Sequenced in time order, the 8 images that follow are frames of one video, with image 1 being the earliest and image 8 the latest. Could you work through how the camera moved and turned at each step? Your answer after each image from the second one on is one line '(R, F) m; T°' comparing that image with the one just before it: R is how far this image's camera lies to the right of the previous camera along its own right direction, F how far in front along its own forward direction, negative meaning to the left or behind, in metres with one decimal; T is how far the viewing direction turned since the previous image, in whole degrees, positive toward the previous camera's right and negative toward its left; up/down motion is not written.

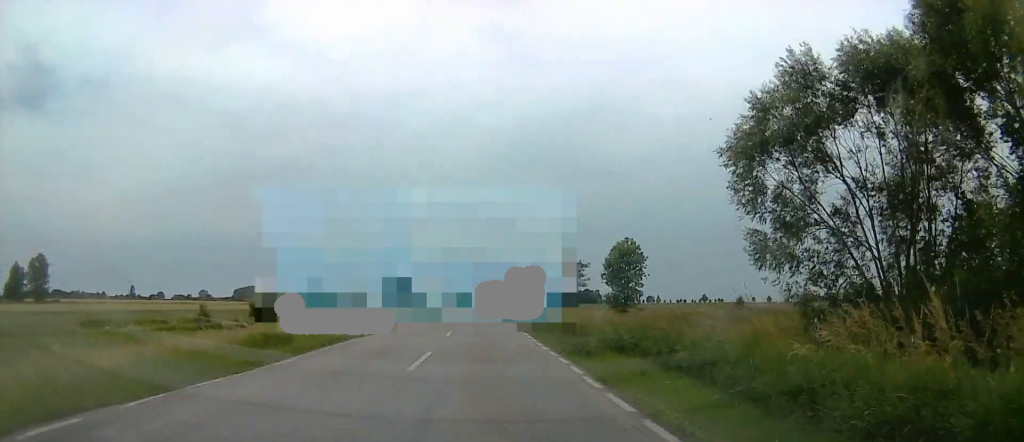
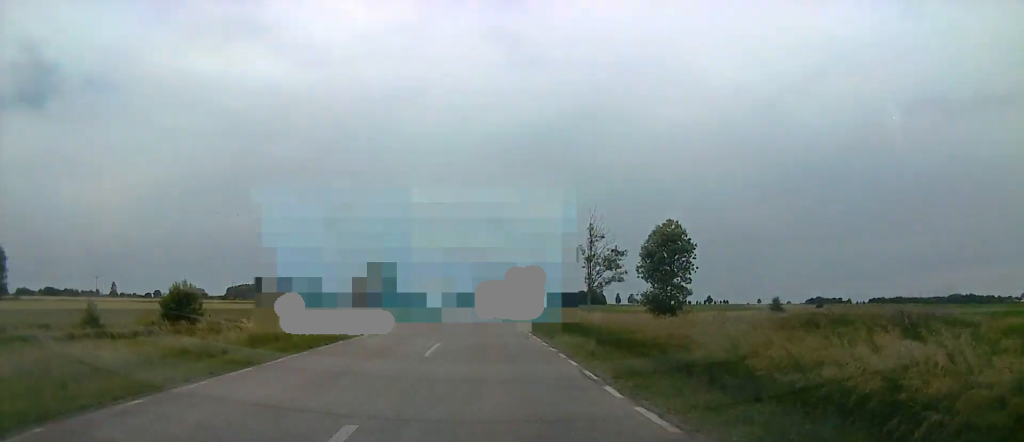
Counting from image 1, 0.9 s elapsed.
(0.0, +21.3) m; 0°
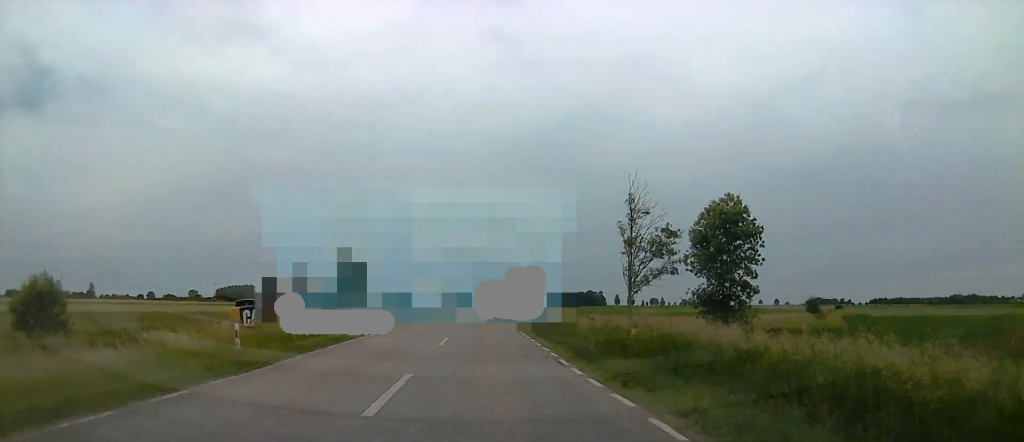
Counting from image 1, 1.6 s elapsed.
(0.0, +18.8) m; 0°
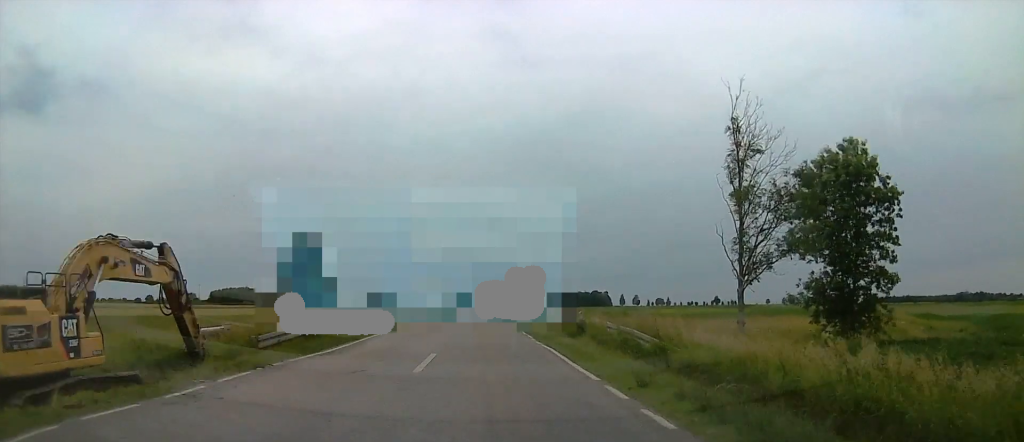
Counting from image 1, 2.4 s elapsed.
(0.0, +19.6) m; -1°
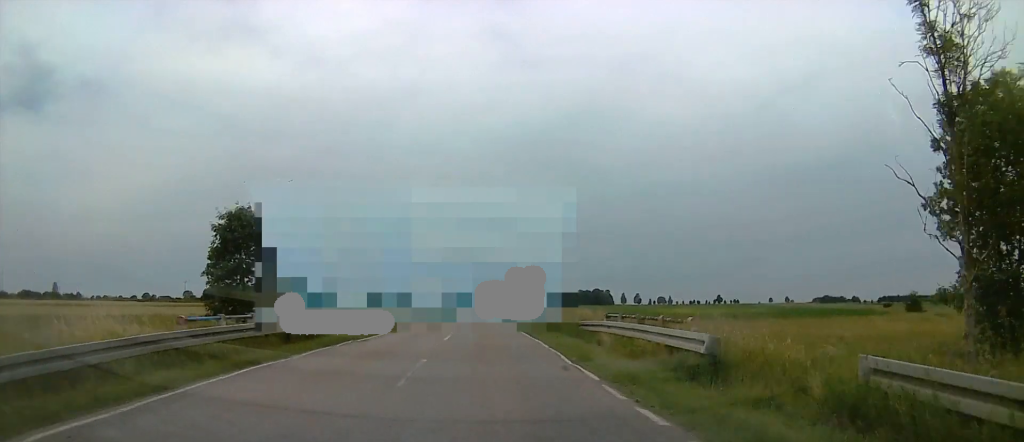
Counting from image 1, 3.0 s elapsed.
(+0.3, +13.9) m; -2°
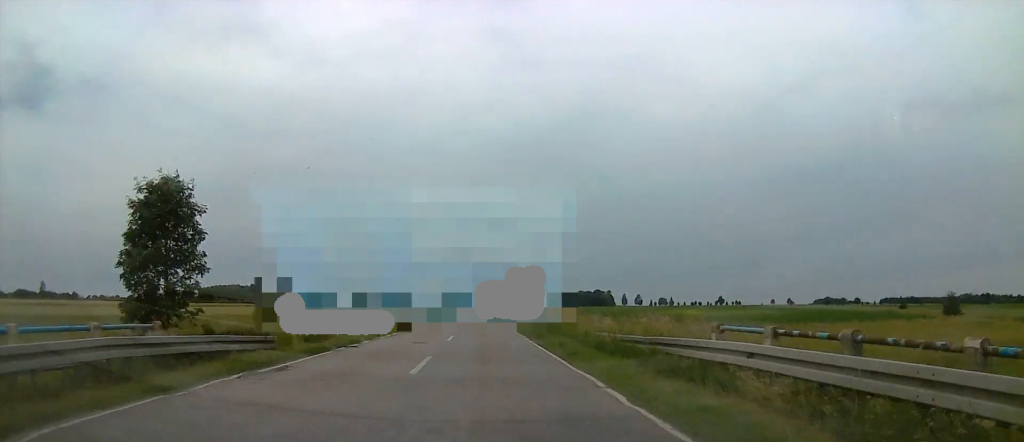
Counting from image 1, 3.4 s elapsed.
(-0.5, +9.8) m; 0°
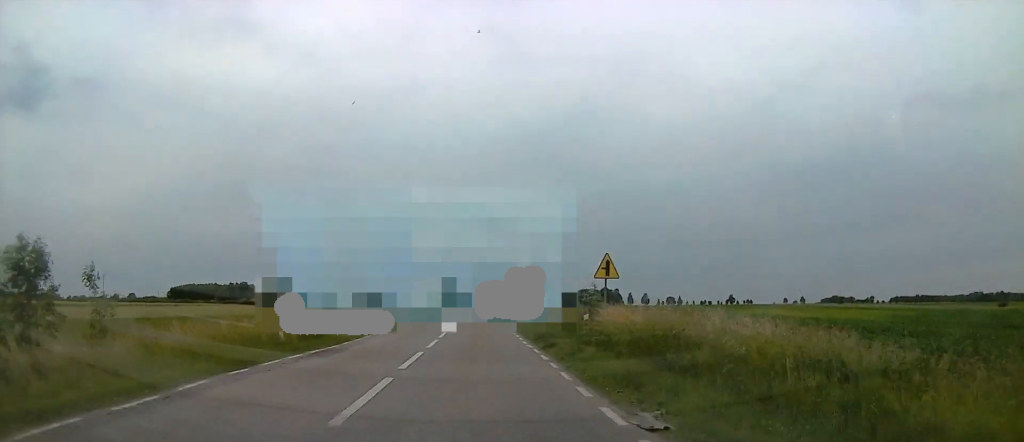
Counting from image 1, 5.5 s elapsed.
(+1.3, +52.1) m; +4°
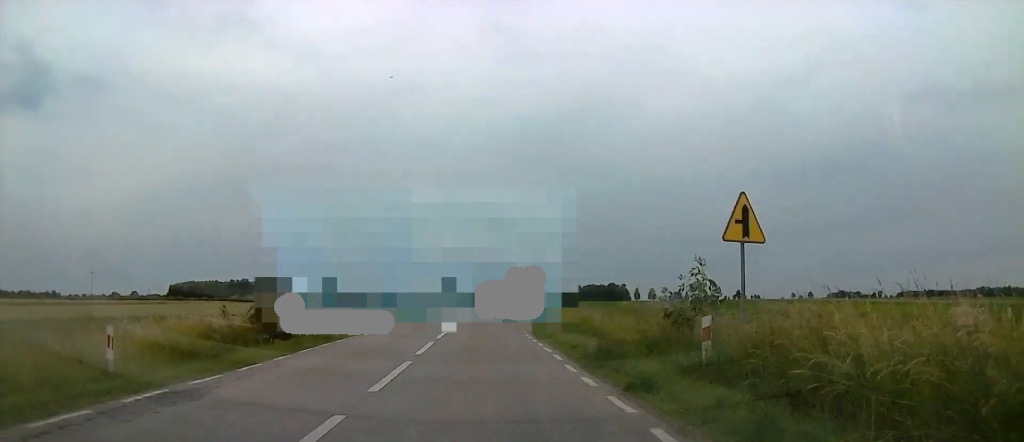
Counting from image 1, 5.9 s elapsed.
(0.0, +9.8) m; 0°
